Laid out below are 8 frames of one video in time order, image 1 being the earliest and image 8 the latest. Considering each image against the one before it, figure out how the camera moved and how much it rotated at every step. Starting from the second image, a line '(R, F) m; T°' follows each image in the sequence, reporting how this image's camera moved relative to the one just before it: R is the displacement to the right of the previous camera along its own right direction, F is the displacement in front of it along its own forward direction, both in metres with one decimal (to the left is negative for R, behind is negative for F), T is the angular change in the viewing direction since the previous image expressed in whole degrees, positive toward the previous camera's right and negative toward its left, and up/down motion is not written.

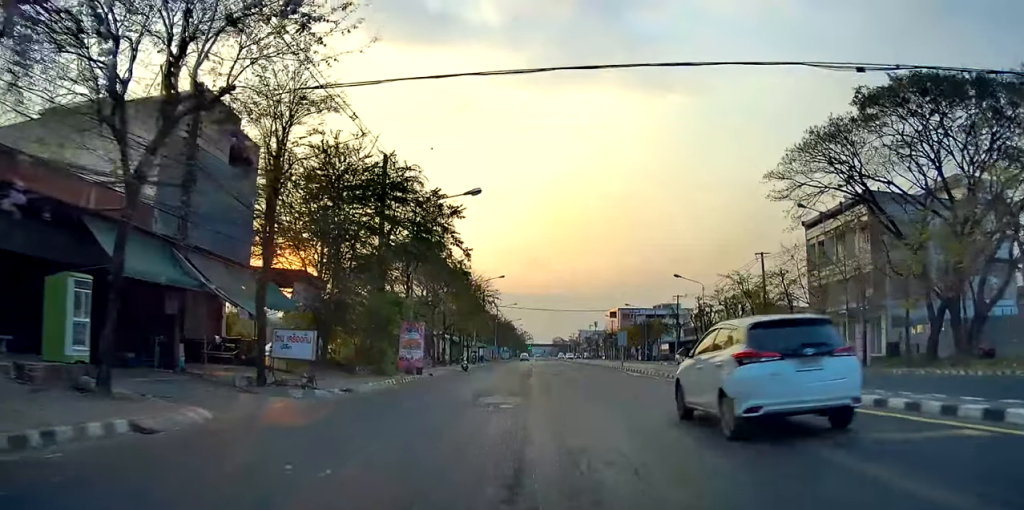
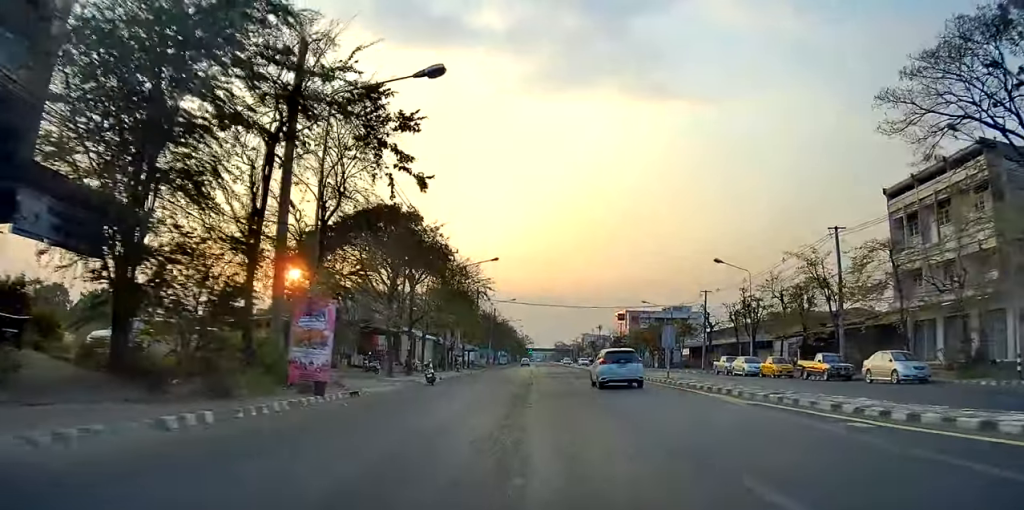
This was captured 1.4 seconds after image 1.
(0.0, +15.6) m; 0°
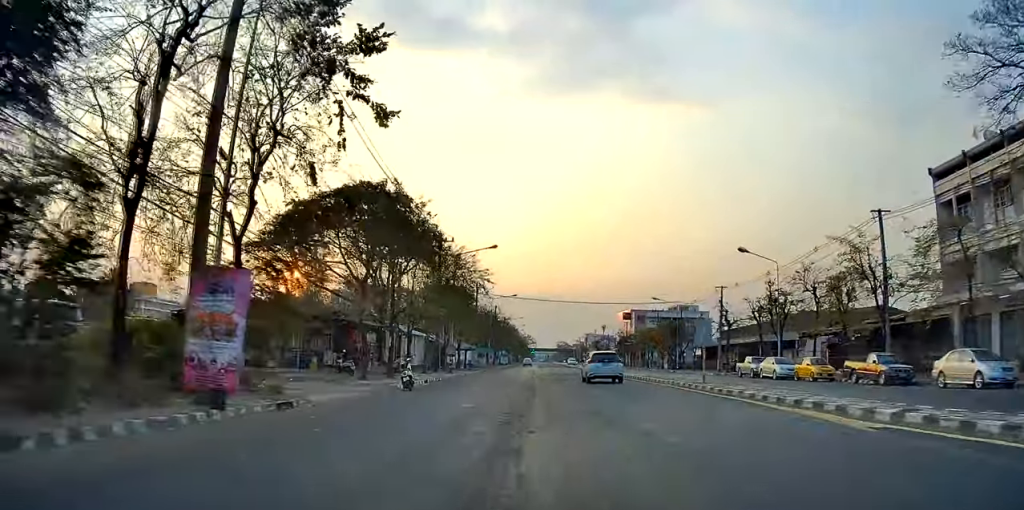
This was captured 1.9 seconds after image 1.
(0.0, +6.0) m; 0°
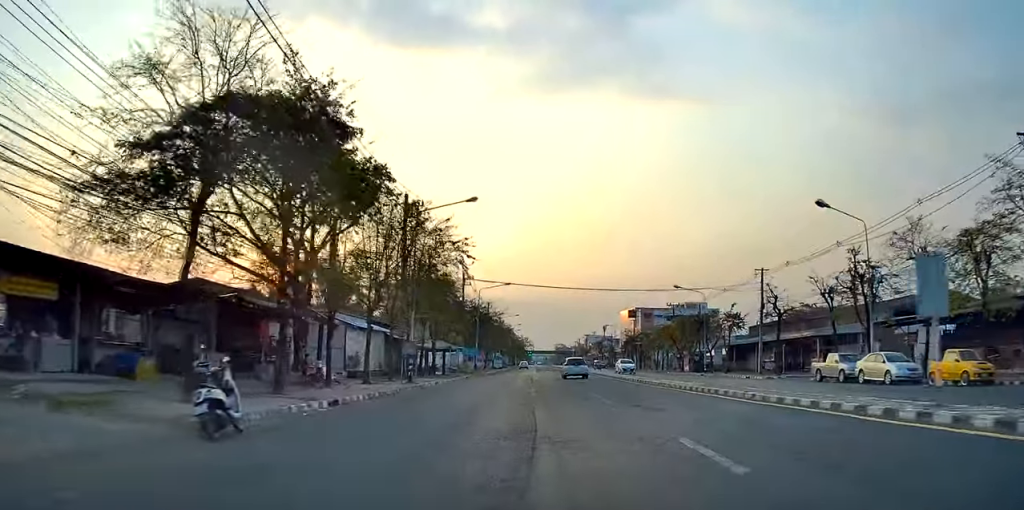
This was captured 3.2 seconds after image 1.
(+0.3, +15.0) m; +2°
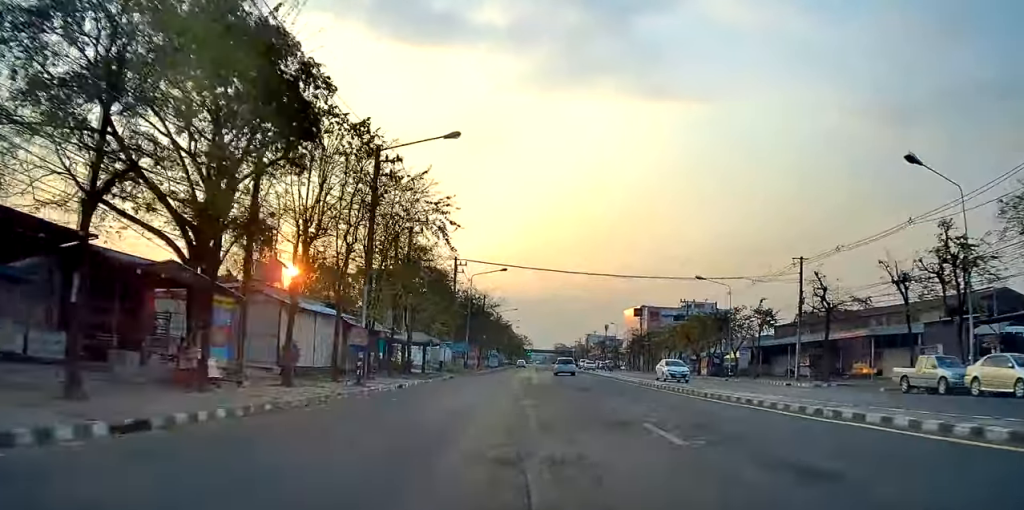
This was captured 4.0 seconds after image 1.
(+0.1, +9.3) m; +1°
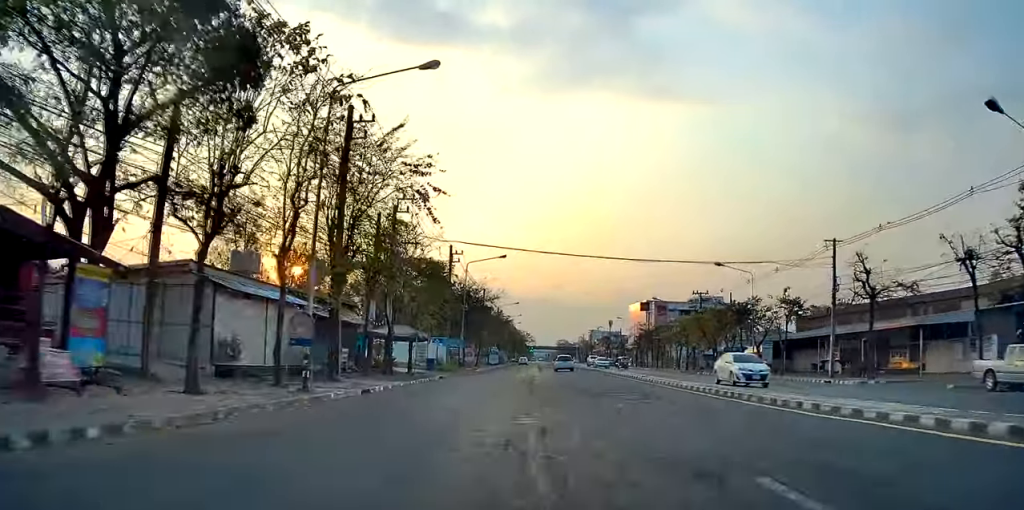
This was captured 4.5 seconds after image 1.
(0.0, +5.7) m; 0°
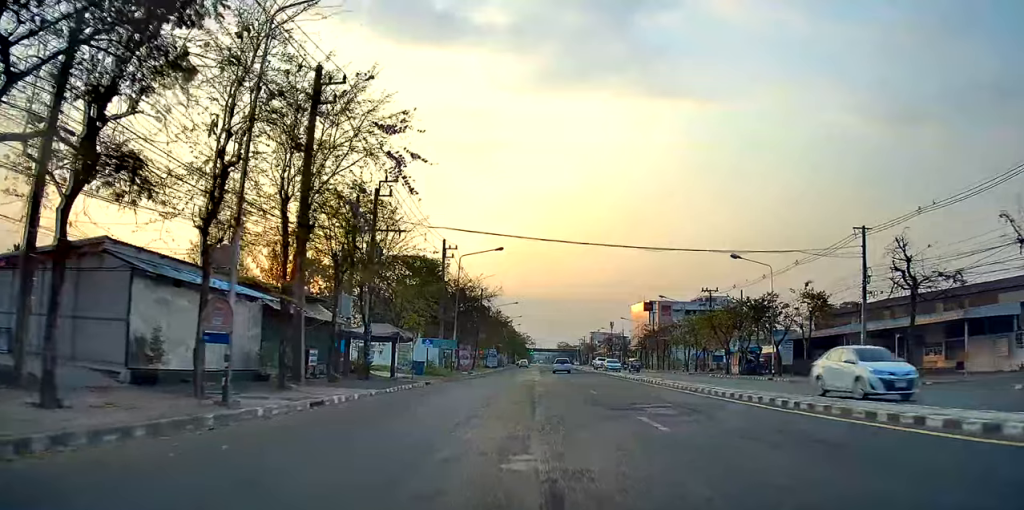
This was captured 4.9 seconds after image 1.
(0.0, +4.9) m; 0°
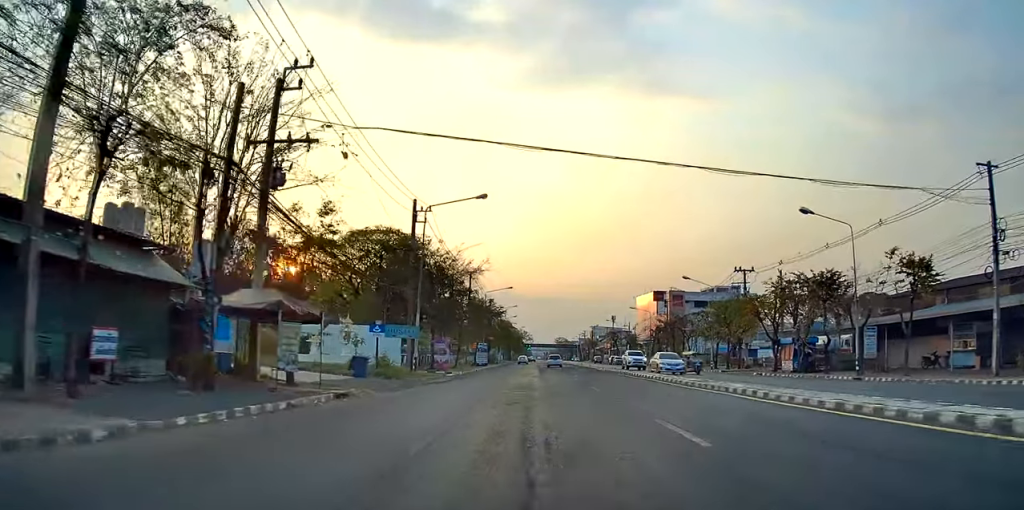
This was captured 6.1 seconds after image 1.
(+0.1, +14.3) m; 0°
